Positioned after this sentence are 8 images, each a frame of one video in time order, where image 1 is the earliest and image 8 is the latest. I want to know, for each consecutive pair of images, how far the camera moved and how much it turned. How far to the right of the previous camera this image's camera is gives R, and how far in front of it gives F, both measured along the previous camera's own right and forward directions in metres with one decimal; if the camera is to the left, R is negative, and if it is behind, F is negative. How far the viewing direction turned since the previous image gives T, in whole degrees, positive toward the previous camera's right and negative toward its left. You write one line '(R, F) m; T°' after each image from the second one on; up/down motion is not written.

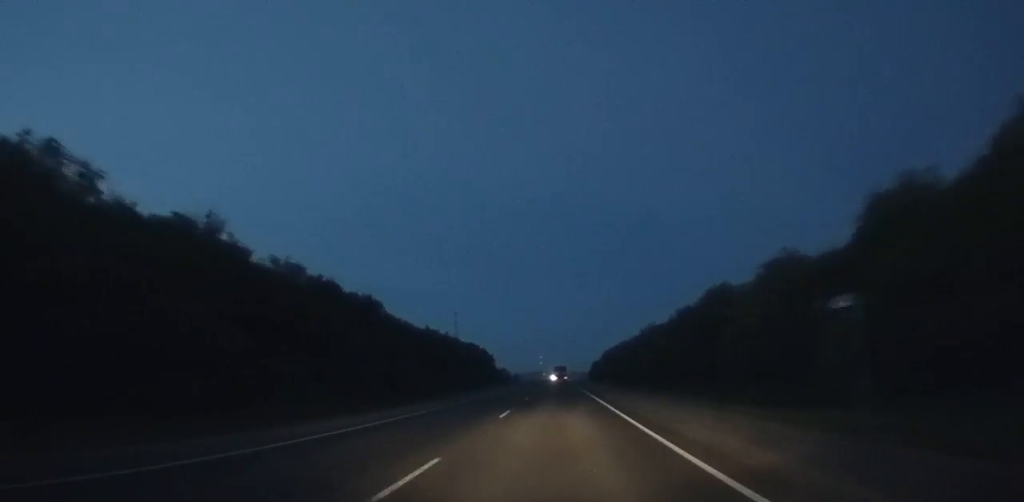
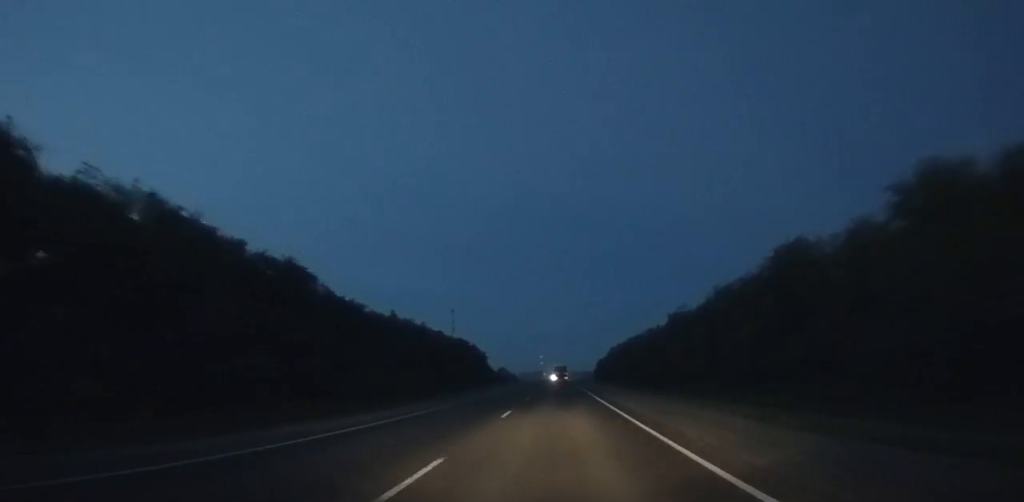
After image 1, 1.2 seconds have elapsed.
(+0.1, +23.9) m; 0°
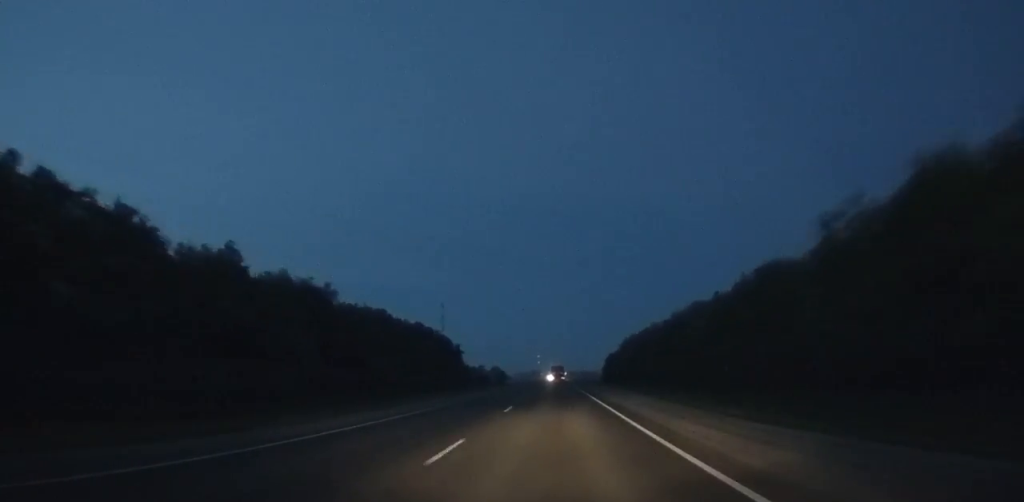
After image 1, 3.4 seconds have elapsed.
(+0.1, +43.8) m; 0°
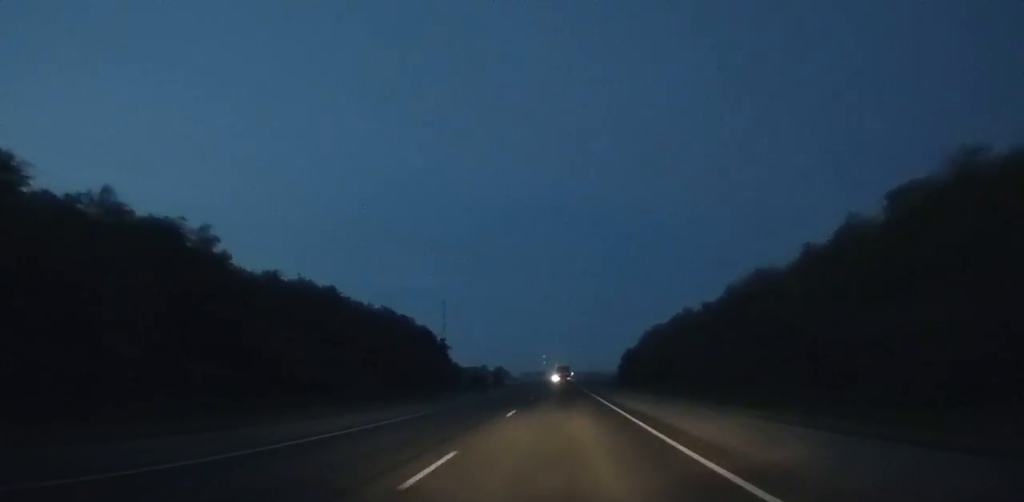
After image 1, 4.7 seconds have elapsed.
(0.0, +26.0) m; 0°
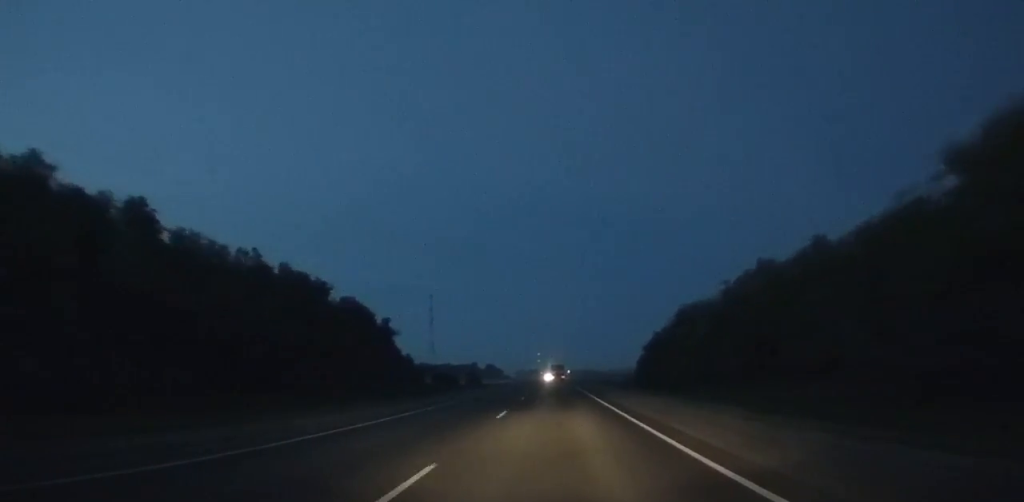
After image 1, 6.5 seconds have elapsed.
(0.0, +36.0) m; 0°
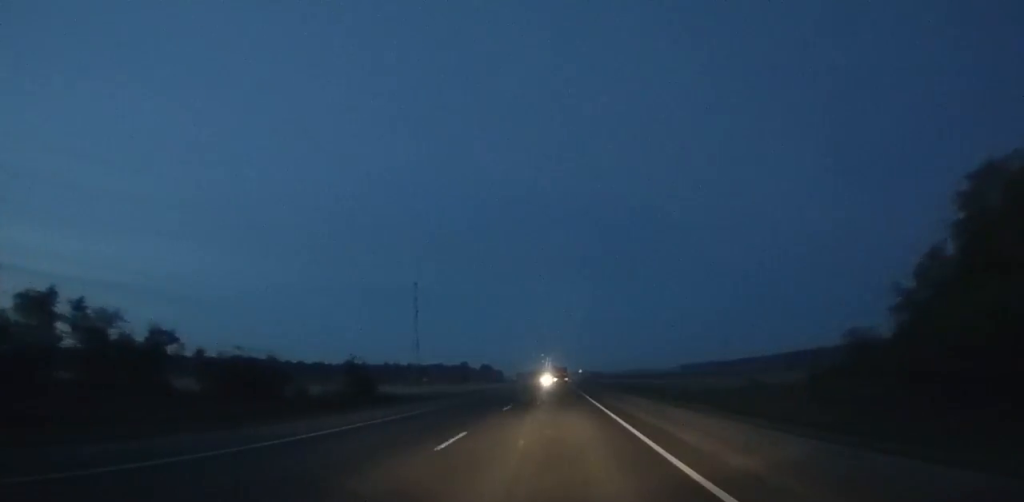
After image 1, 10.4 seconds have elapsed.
(+0.1, +78.7) m; 0°
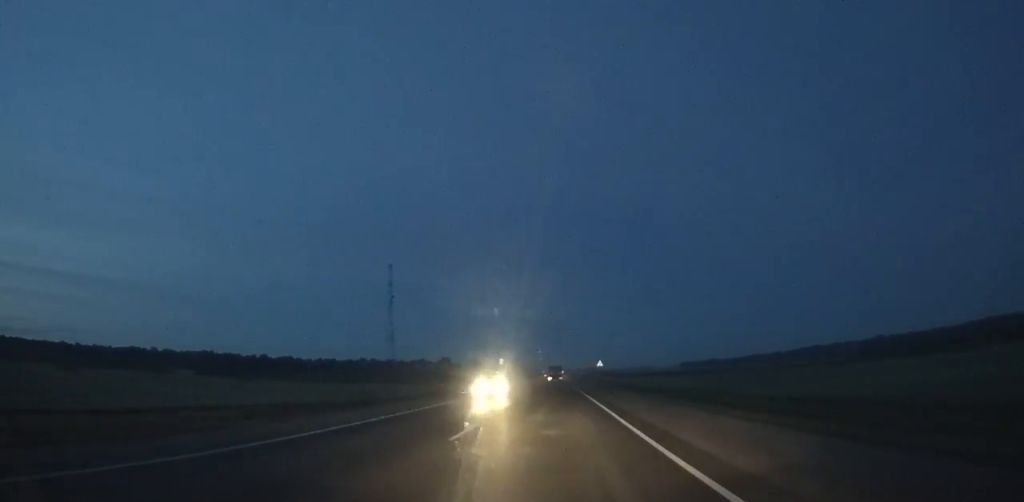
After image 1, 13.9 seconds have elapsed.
(0.0, +71.0) m; 0°
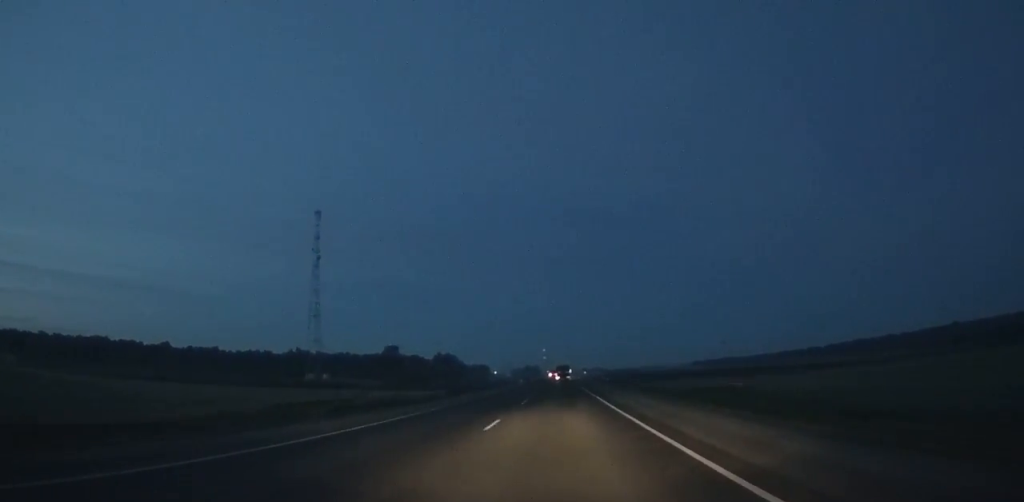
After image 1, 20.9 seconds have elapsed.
(-1.1, +141.0) m; -1°
